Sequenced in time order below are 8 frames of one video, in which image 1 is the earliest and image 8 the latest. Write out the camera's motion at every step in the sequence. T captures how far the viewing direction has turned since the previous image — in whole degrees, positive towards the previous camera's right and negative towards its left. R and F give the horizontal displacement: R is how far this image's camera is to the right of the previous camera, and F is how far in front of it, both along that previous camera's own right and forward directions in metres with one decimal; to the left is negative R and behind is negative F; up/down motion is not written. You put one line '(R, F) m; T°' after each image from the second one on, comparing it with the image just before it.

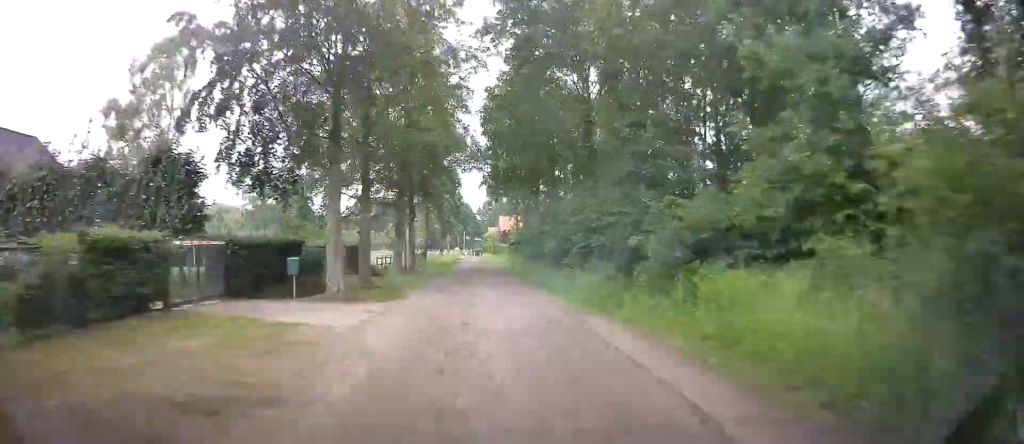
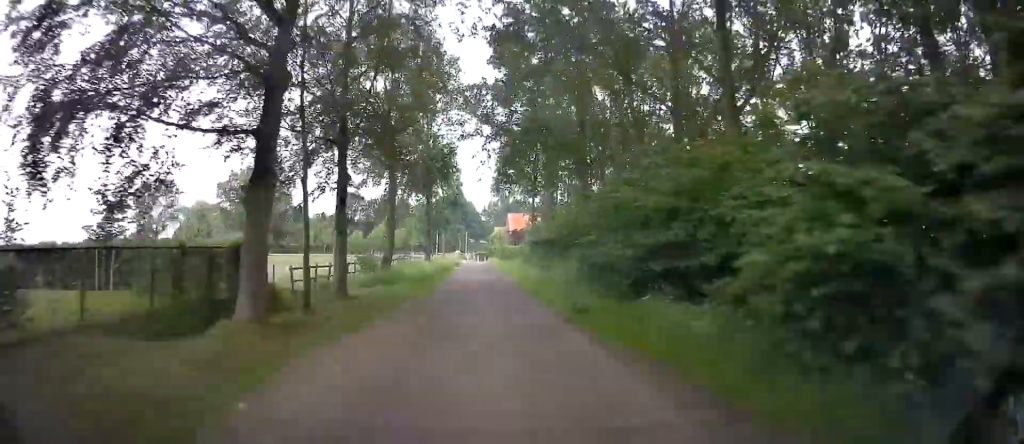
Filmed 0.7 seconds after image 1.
(+0.1, +18.2) m; 0°
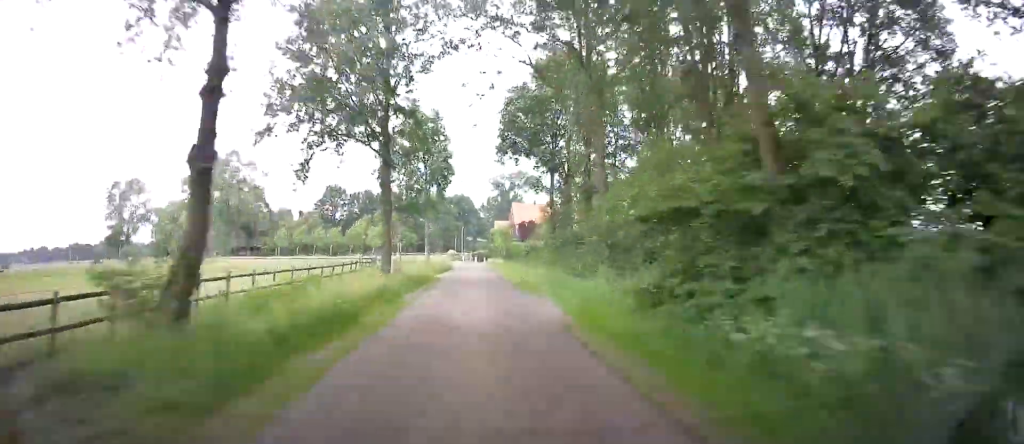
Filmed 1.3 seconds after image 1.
(0.0, +17.3) m; -1°
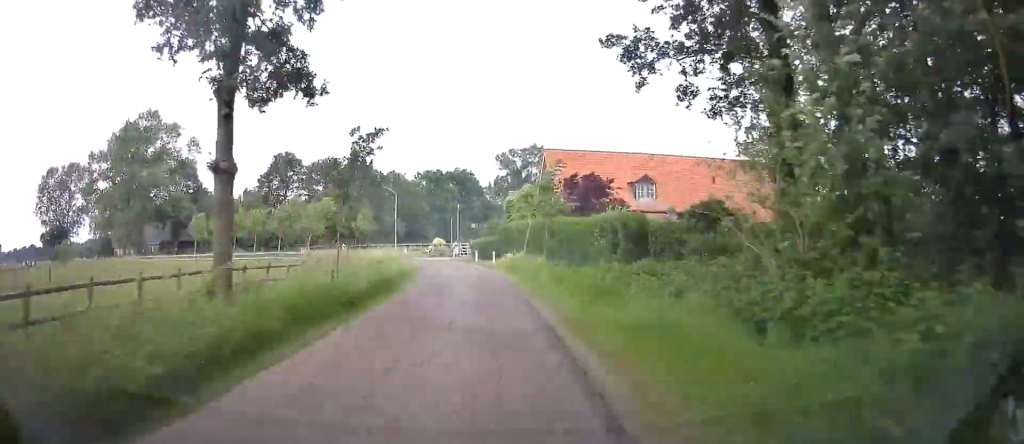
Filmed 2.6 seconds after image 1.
(-0.6, +34.6) m; -2°
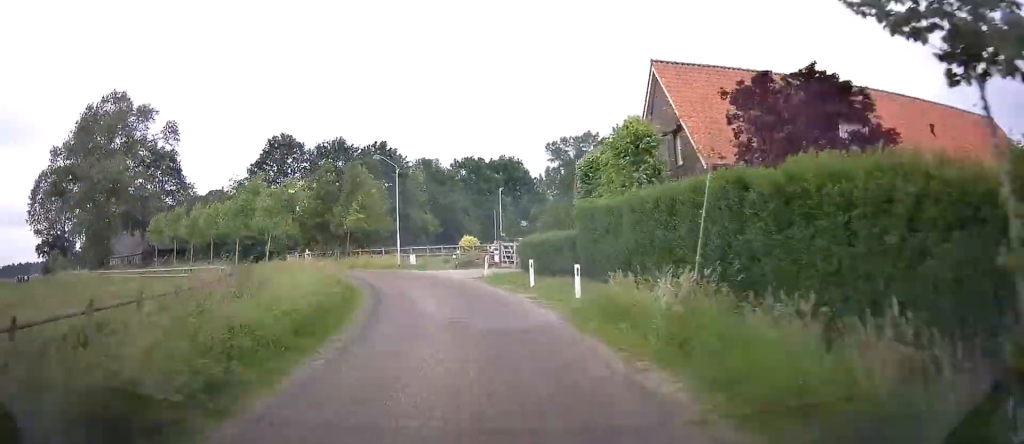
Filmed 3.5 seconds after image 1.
(-0.2, +22.3) m; -6°
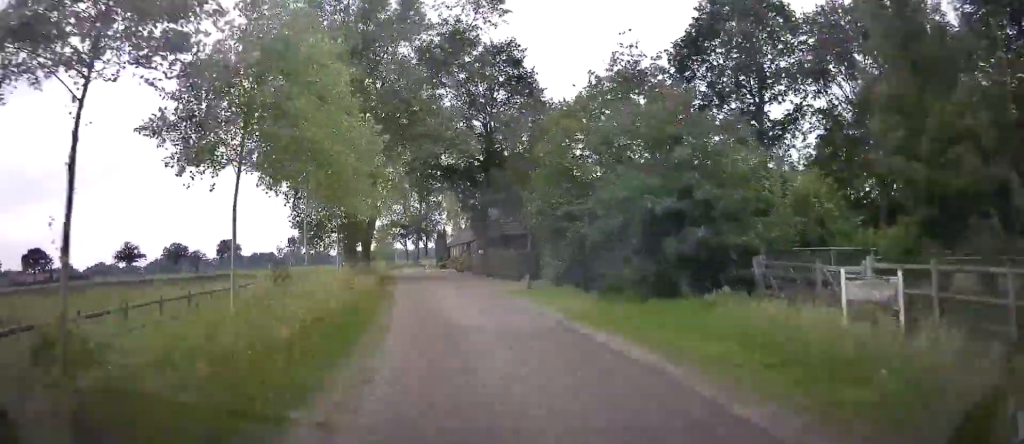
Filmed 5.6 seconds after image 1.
(-12.4, +42.1) m; -36°
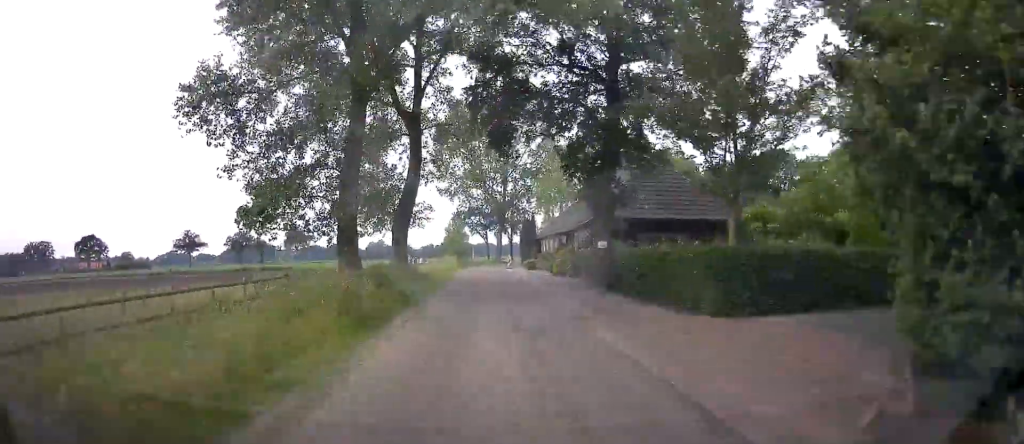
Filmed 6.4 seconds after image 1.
(-2.1, +18.2) m; -10°
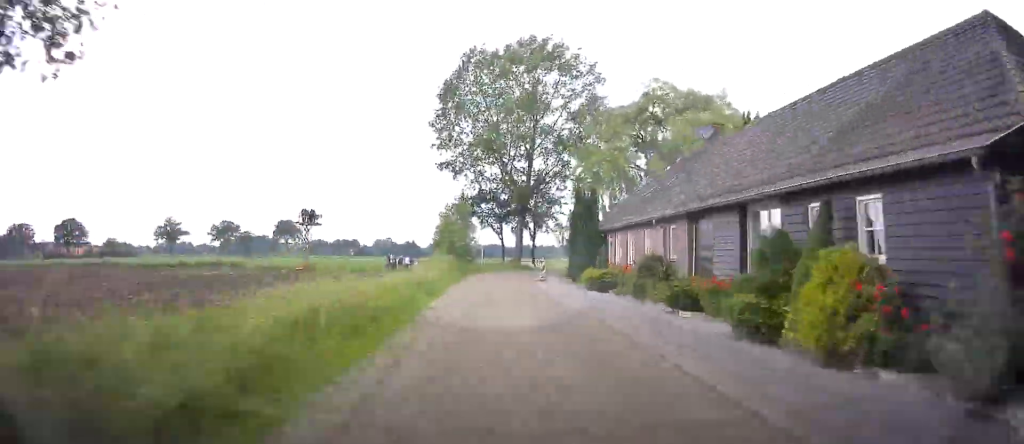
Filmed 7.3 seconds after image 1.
(-1.9, +23.5) m; -6°
